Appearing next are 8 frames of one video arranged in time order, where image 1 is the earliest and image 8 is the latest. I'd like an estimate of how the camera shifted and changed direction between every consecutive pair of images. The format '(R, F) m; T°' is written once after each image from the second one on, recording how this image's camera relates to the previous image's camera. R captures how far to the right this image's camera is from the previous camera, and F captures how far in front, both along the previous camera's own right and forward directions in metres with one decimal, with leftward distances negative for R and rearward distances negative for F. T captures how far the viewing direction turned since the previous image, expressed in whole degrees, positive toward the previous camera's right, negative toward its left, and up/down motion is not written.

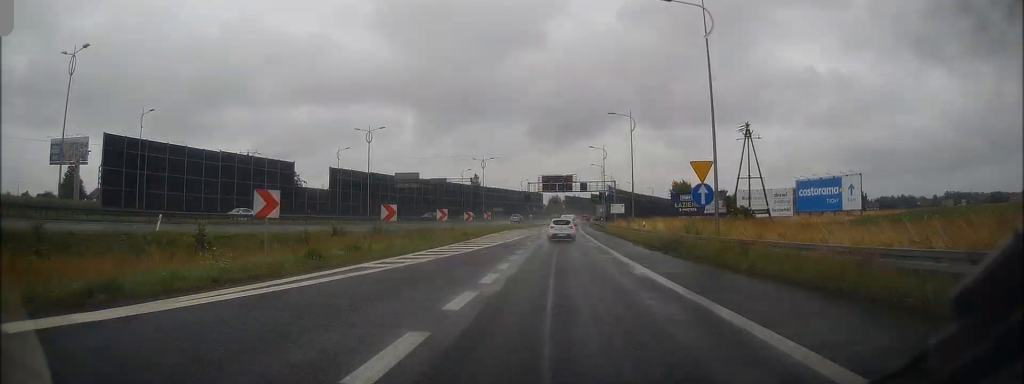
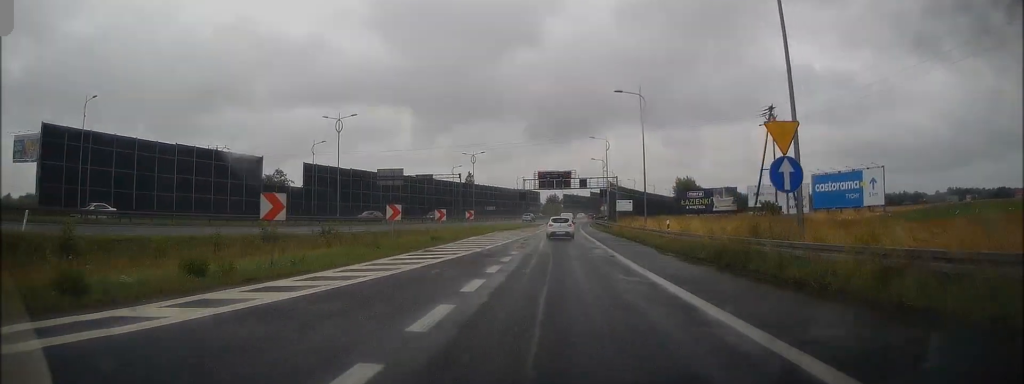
(0.0, +9.5) m; 0°
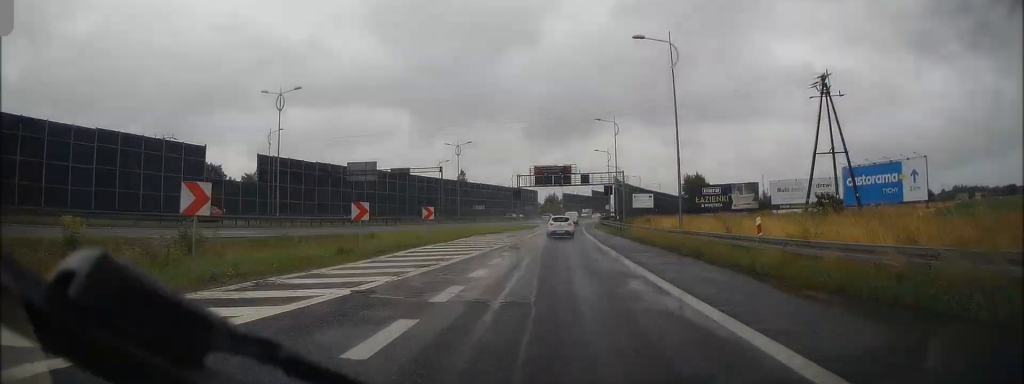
(0.0, +13.9) m; 0°
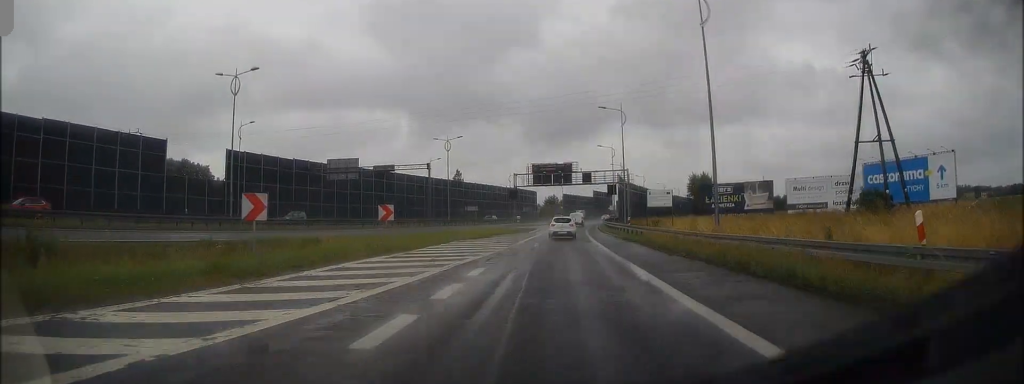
(0.0, +7.6) m; 0°
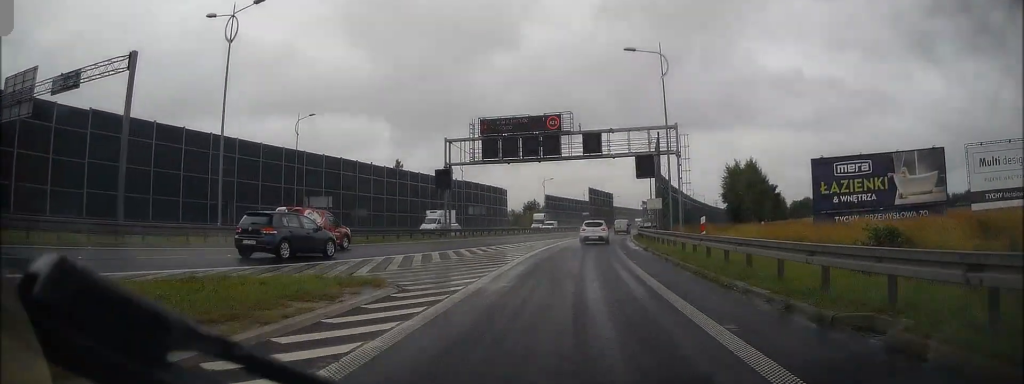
(+0.3, +51.4) m; +1°
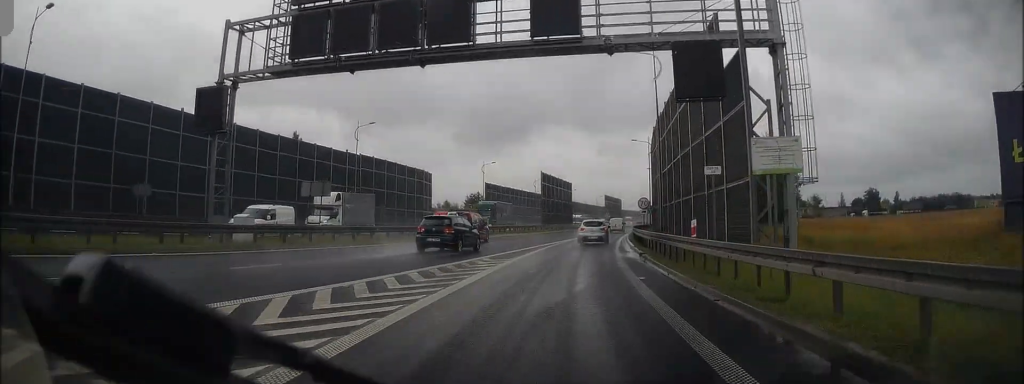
(+1.0, +29.8) m; +4°
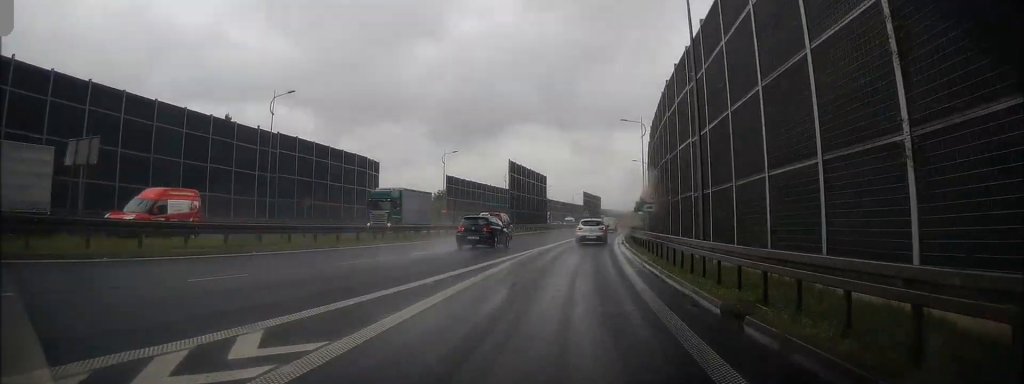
(+0.4, +15.0) m; +2°
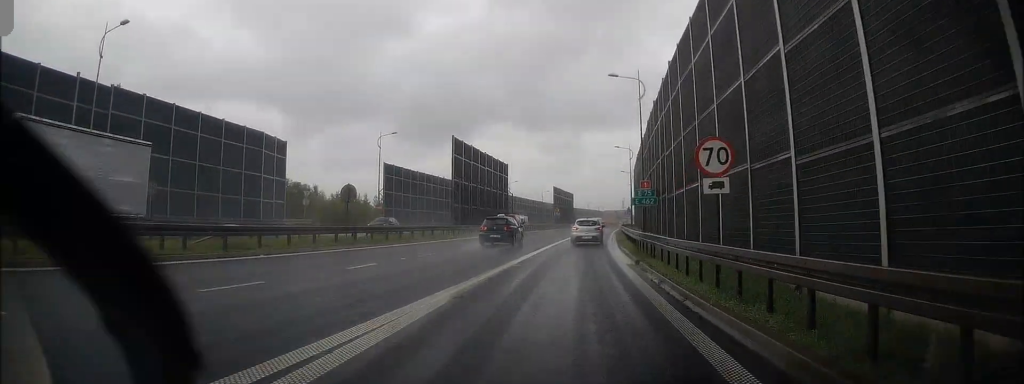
(+0.5, +19.0) m; +3°
